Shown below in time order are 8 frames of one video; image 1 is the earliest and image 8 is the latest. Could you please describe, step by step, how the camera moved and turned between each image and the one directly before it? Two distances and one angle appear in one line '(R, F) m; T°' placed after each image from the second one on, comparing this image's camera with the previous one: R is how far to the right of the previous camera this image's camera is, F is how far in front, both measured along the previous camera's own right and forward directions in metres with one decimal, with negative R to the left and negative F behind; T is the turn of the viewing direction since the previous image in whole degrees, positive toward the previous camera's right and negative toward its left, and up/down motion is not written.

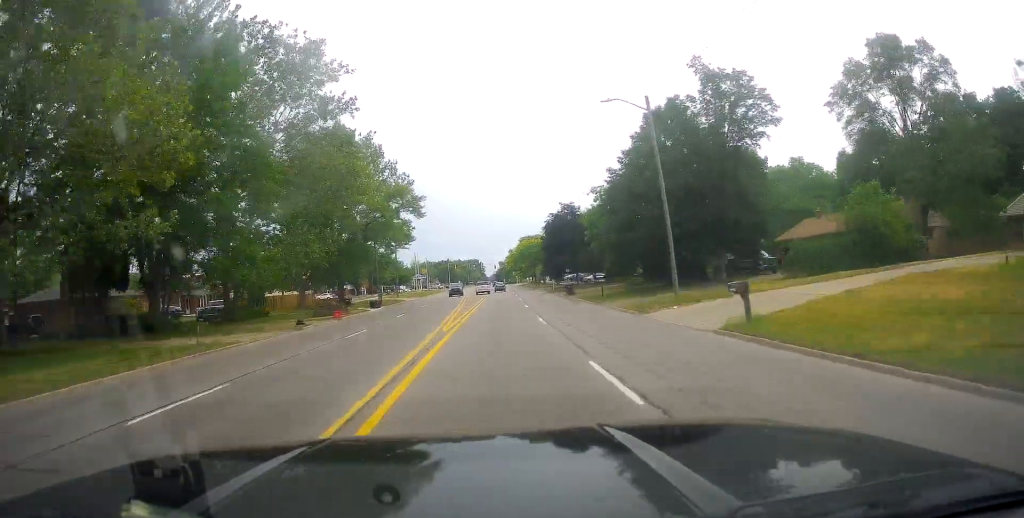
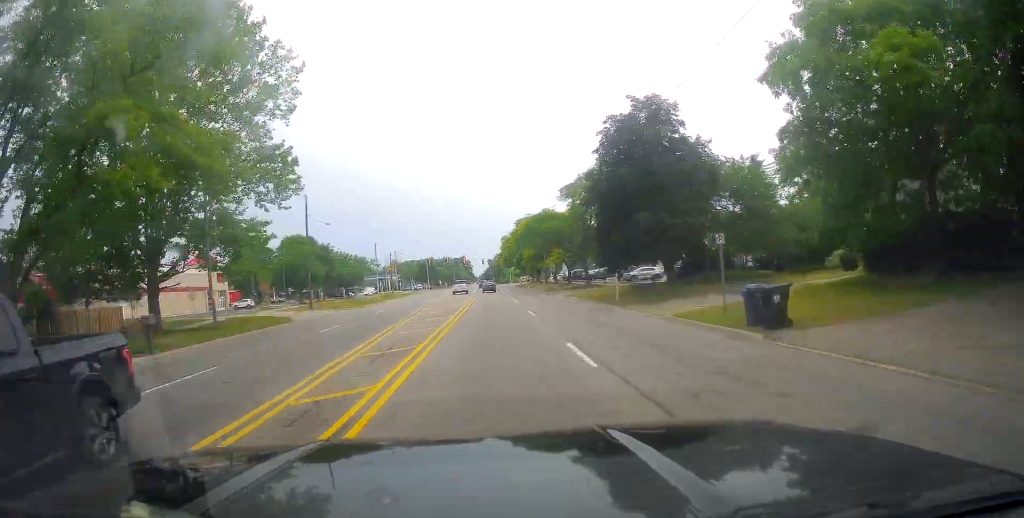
(+0.4, +43.2) m; +1°
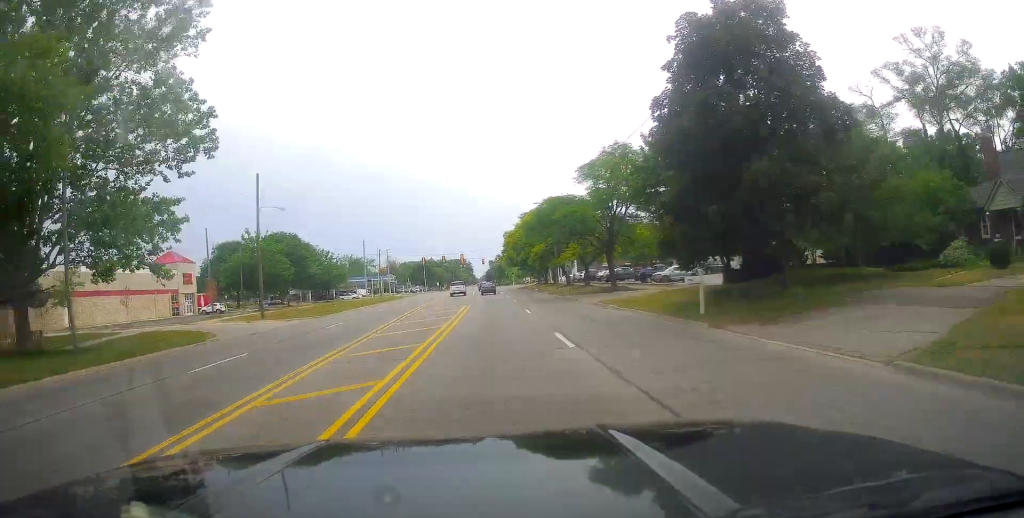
(0.0, +13.2) m; 0°
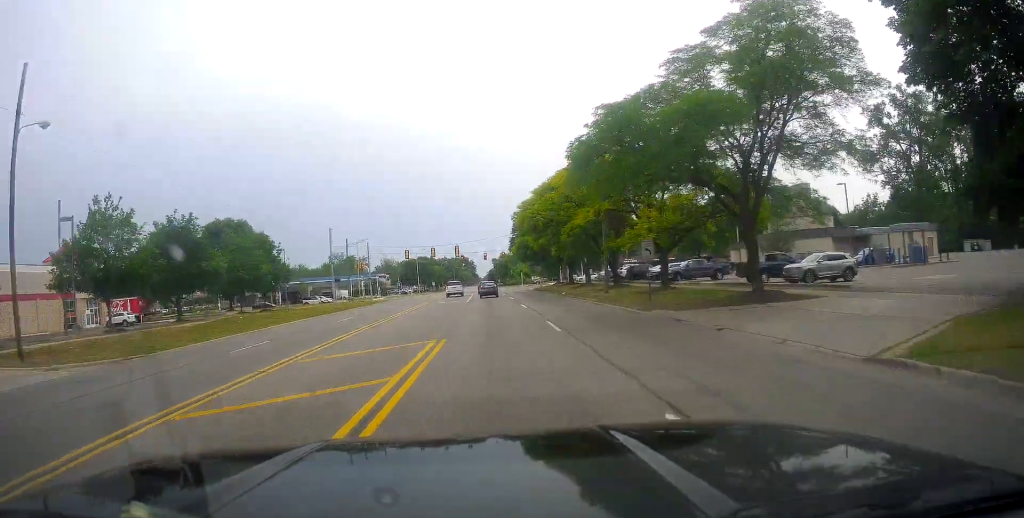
(-0.8, +27.5) m; -2°
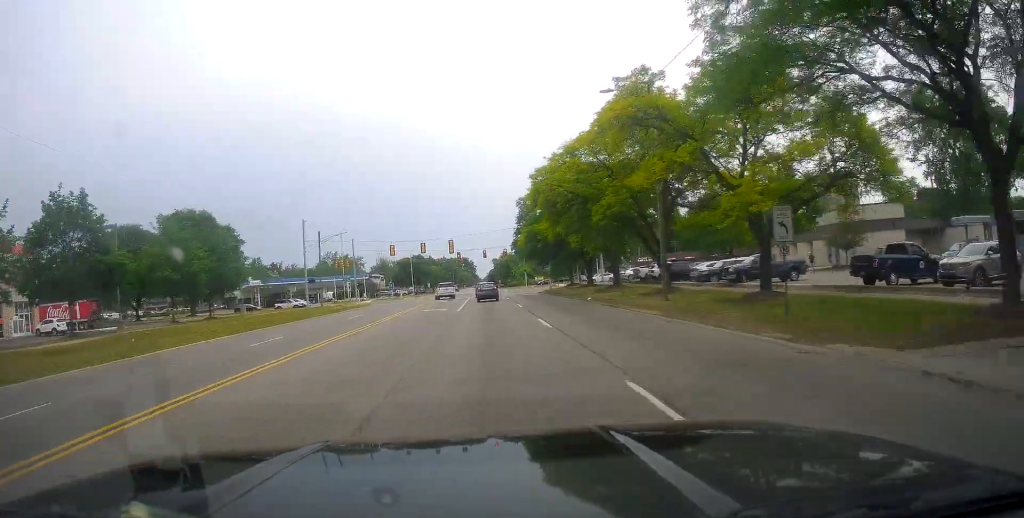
(0.0, +13.8) m; +1°
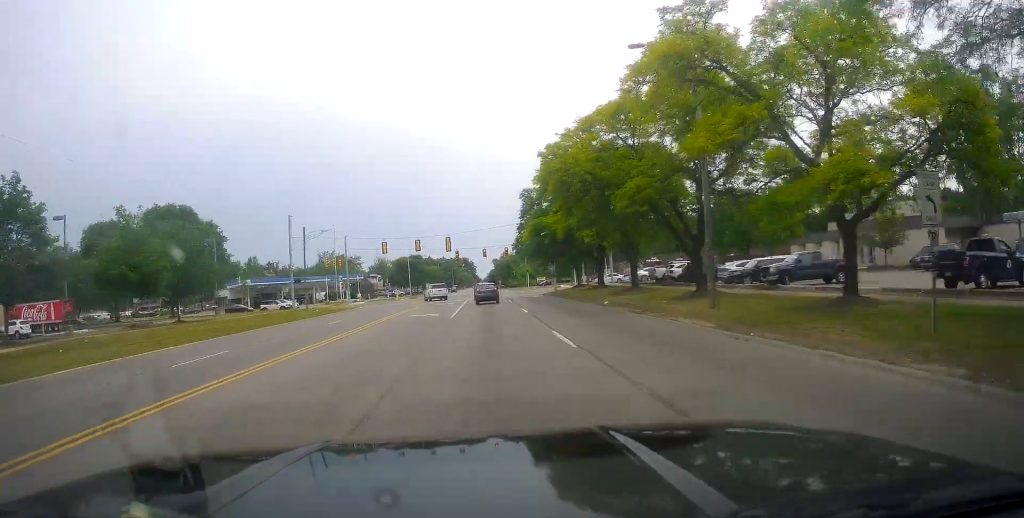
(+0.2, +6.2) m; +1°
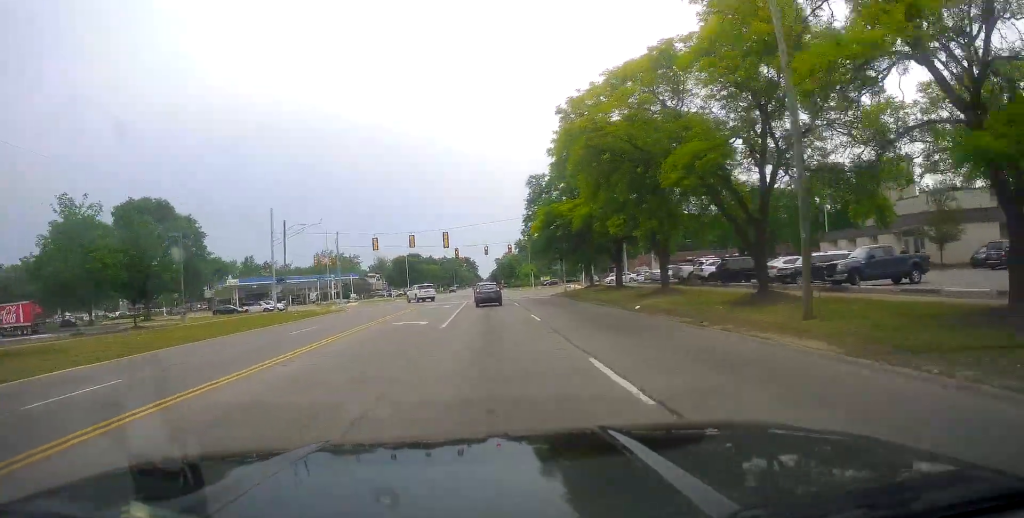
(+0.1, +7.0) m; +2°
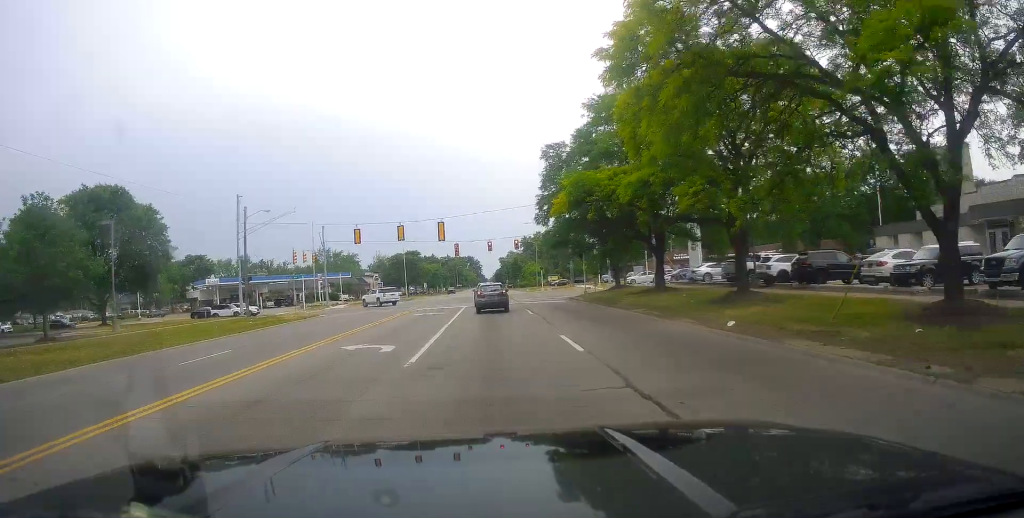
(+0.1, +10.9) m; +3°
